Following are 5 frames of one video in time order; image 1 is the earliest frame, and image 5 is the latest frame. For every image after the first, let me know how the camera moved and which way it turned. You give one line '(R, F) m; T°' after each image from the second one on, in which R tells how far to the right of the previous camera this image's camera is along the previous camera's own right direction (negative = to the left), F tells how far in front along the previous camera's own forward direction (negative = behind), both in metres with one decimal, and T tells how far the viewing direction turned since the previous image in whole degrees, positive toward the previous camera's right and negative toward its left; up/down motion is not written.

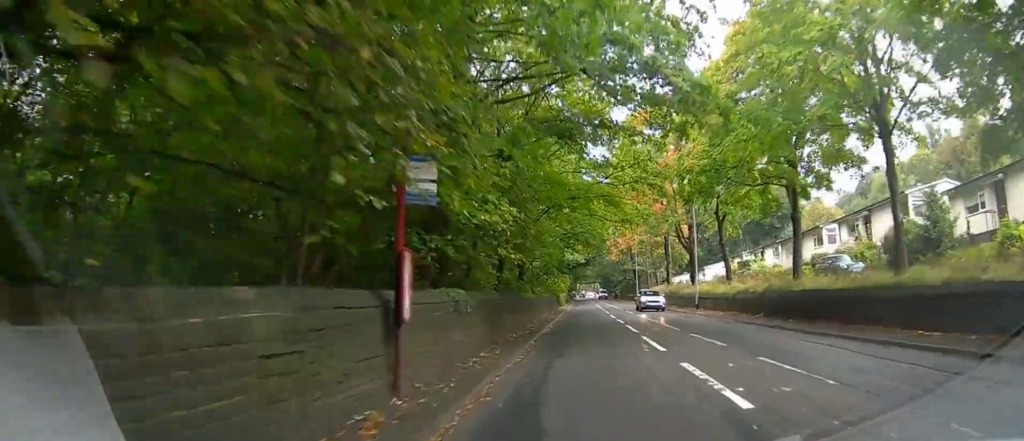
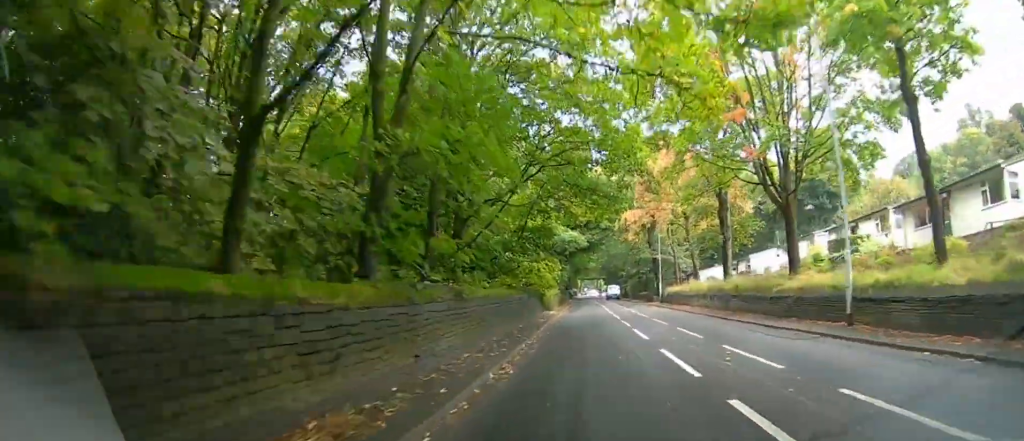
(+0.1, +20.7) m; +1°
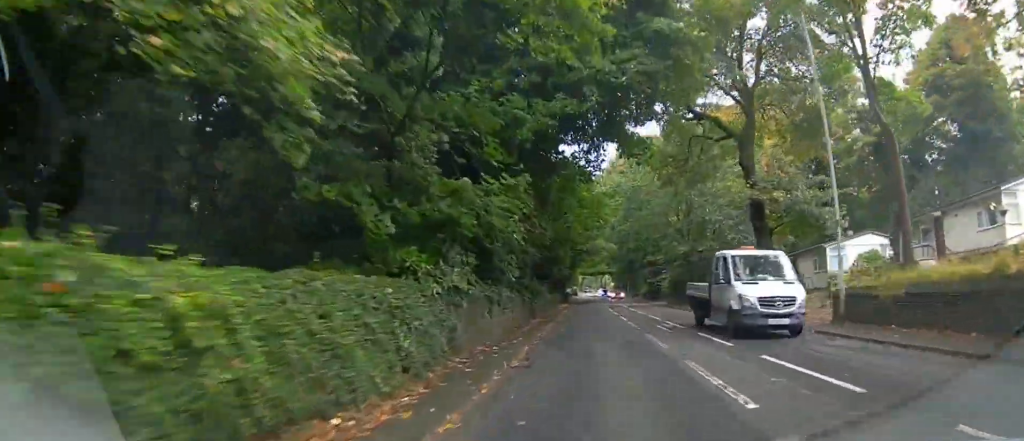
(0.0, +37.5) m; -1°
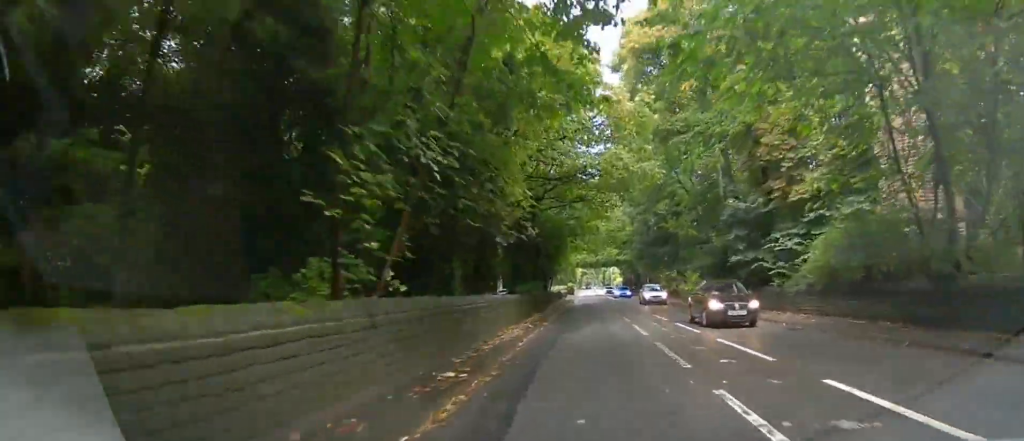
(-0.4, +33.1) m; 0°
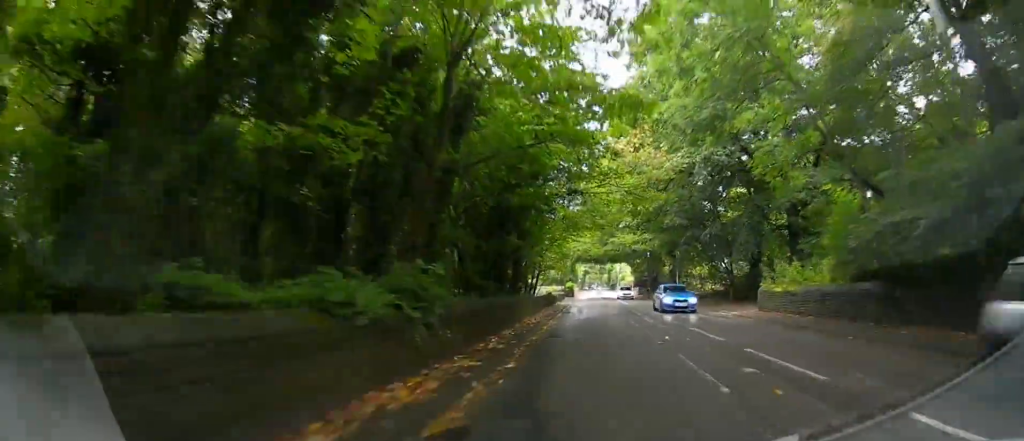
(+0.3, +20.1) m; +1°
